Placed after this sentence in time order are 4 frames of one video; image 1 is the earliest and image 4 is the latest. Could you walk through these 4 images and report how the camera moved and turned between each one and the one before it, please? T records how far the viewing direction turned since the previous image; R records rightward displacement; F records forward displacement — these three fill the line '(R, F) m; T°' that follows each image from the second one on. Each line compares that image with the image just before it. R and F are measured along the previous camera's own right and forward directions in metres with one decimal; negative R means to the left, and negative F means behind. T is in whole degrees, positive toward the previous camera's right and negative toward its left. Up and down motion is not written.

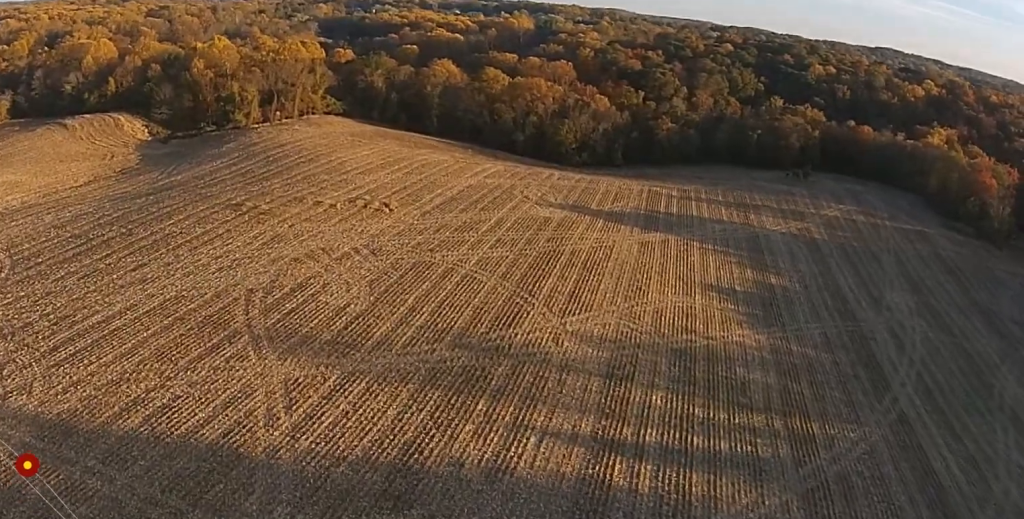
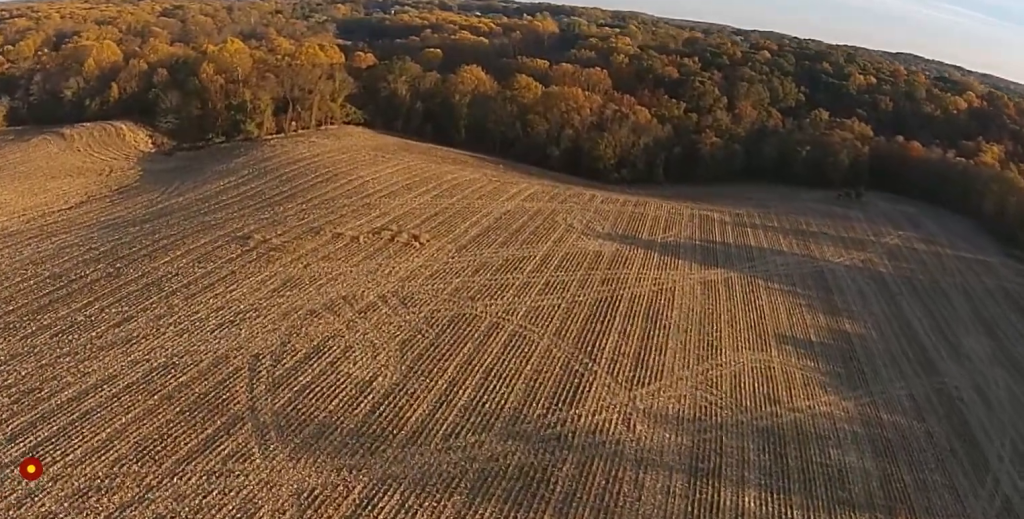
(-0.4, +24.8) m; -1°
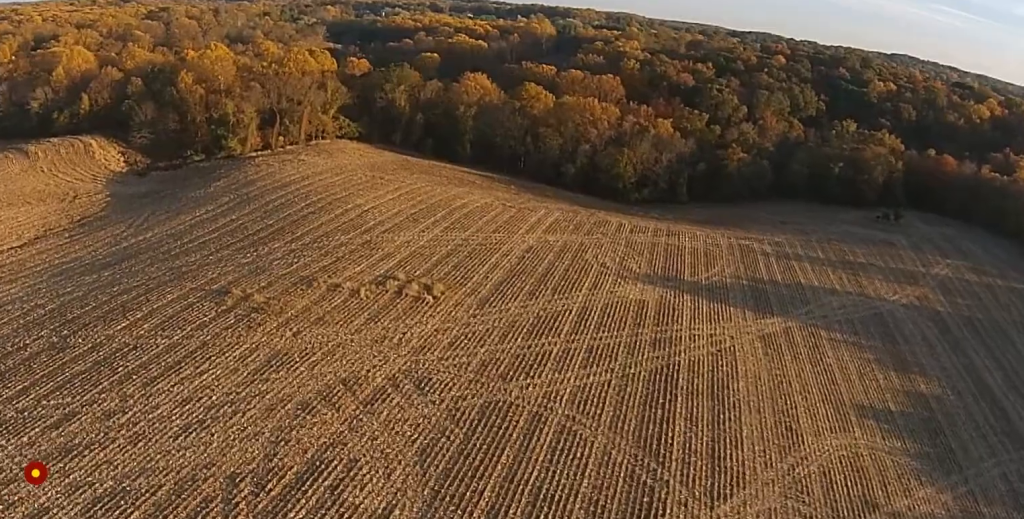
(+0.7, +28.8) m; +2°
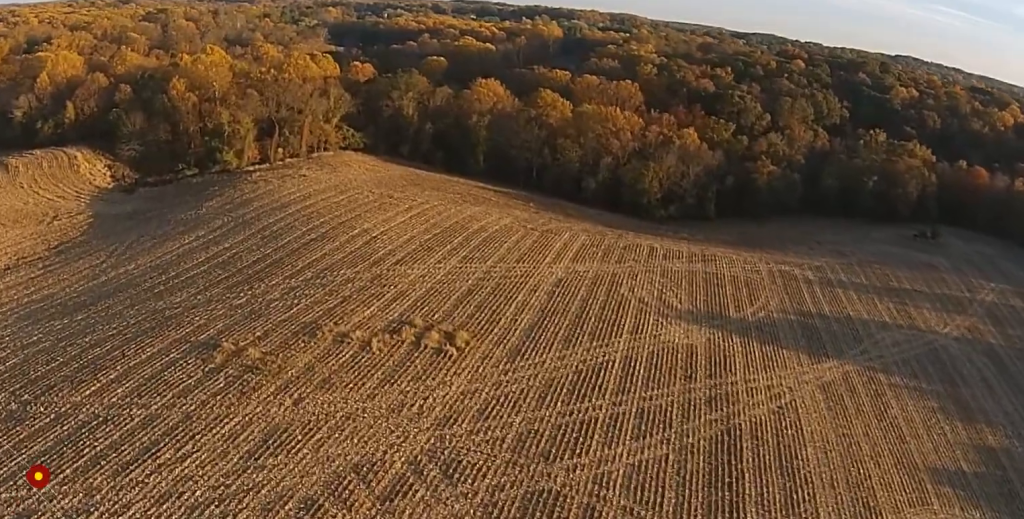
(-0.1, +18.5) m; 0°
